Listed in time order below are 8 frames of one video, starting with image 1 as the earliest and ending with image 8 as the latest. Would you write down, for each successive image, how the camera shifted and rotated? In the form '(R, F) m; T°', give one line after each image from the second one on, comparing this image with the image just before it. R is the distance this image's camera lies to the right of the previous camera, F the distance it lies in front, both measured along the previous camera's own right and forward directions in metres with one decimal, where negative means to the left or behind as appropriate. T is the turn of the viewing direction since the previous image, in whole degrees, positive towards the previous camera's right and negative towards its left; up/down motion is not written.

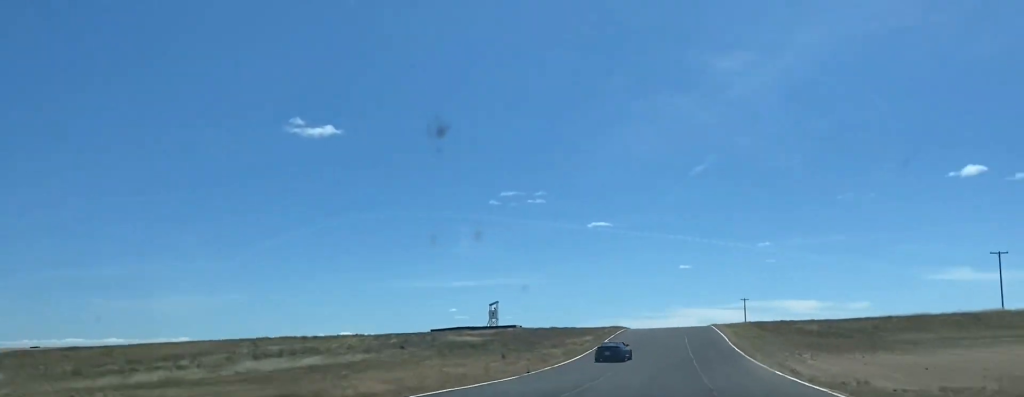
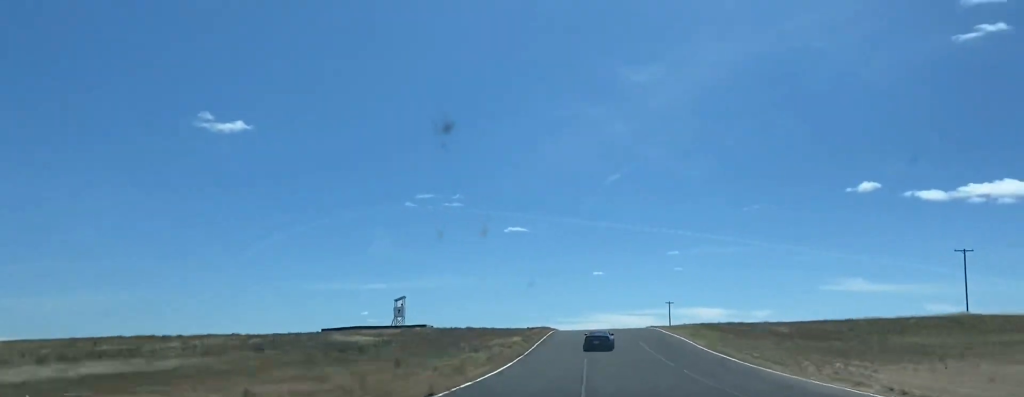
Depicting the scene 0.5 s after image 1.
(-0.1, +19.6) m; +6°
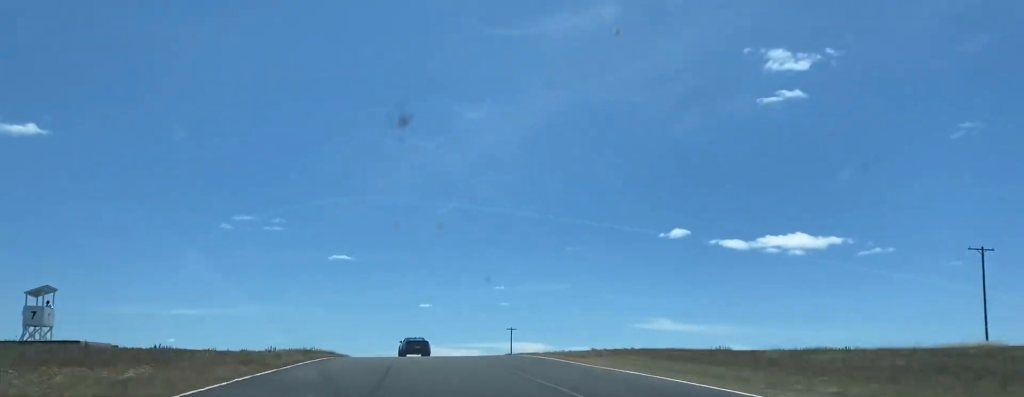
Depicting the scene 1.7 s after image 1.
(+5.8, +47.0) m; +7°
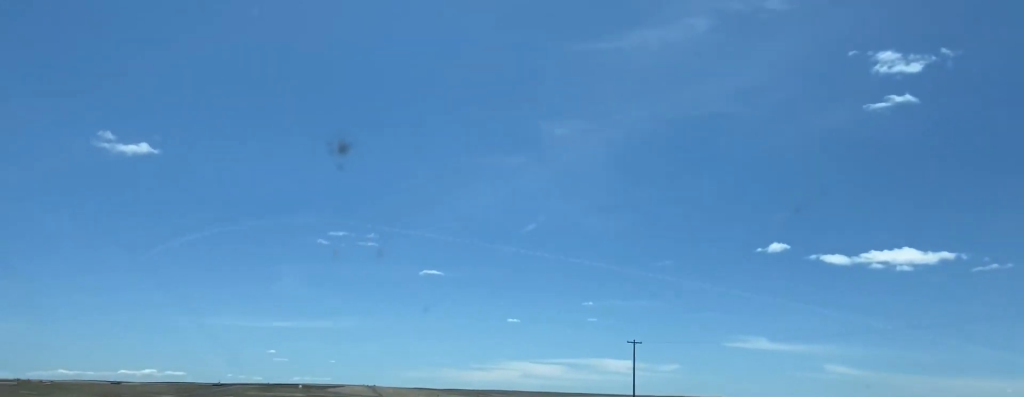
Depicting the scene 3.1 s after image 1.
(-0.9, +57.5) m; -6°
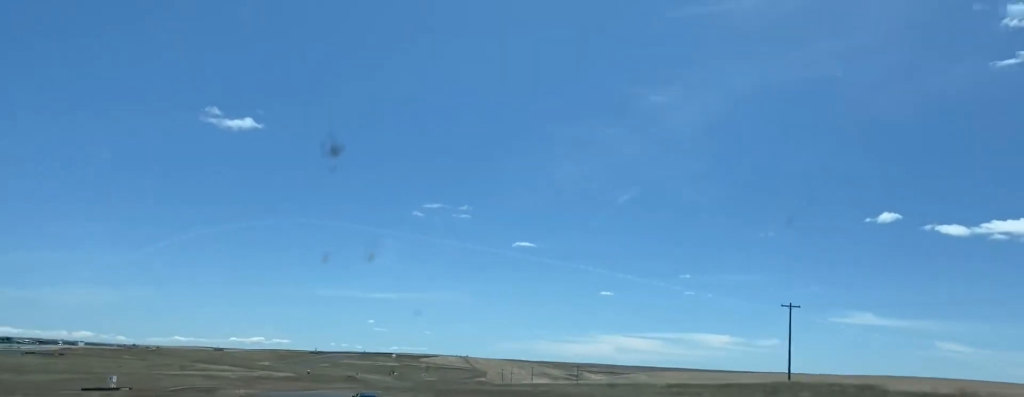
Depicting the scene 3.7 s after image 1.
(-0.7, +26.4) m; -5°
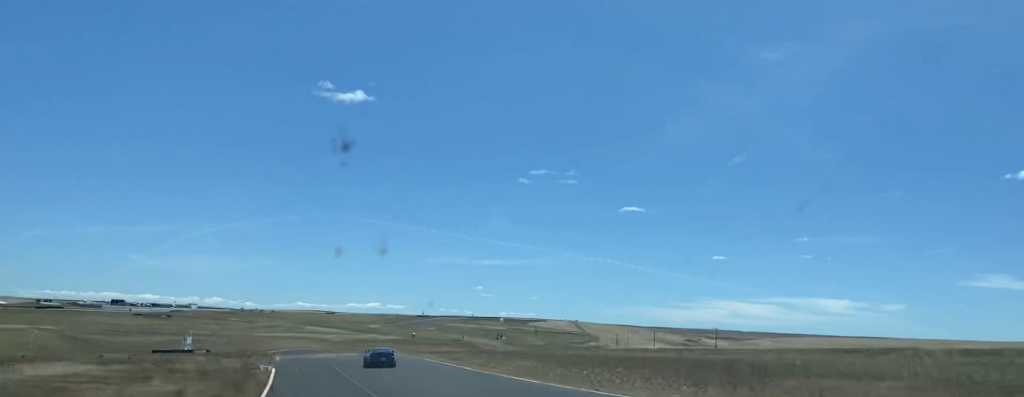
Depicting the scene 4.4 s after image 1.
(-1.5, +33.5) m; -7°
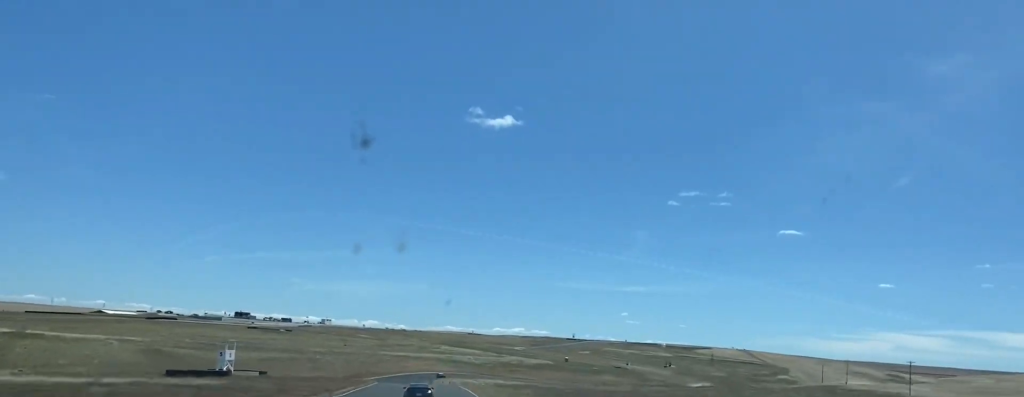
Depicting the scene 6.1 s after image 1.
(-8.3, +78.9) m; -9°
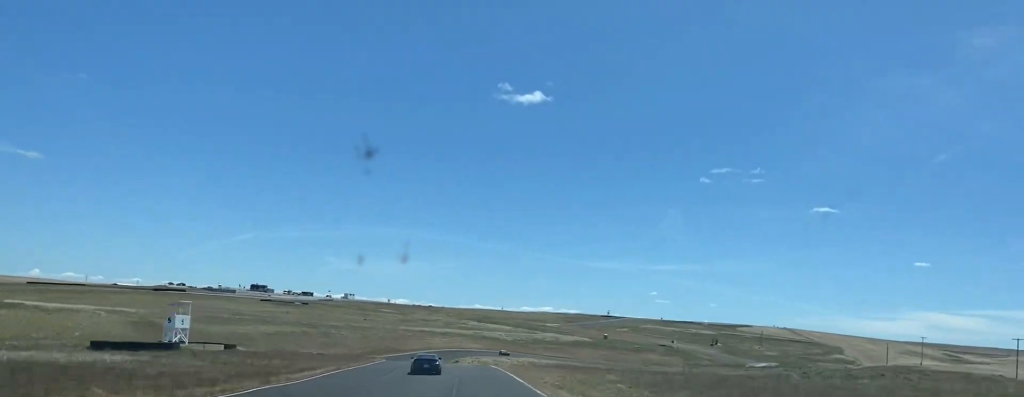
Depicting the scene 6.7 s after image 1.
(-0.5, +29.6) m; -2°
